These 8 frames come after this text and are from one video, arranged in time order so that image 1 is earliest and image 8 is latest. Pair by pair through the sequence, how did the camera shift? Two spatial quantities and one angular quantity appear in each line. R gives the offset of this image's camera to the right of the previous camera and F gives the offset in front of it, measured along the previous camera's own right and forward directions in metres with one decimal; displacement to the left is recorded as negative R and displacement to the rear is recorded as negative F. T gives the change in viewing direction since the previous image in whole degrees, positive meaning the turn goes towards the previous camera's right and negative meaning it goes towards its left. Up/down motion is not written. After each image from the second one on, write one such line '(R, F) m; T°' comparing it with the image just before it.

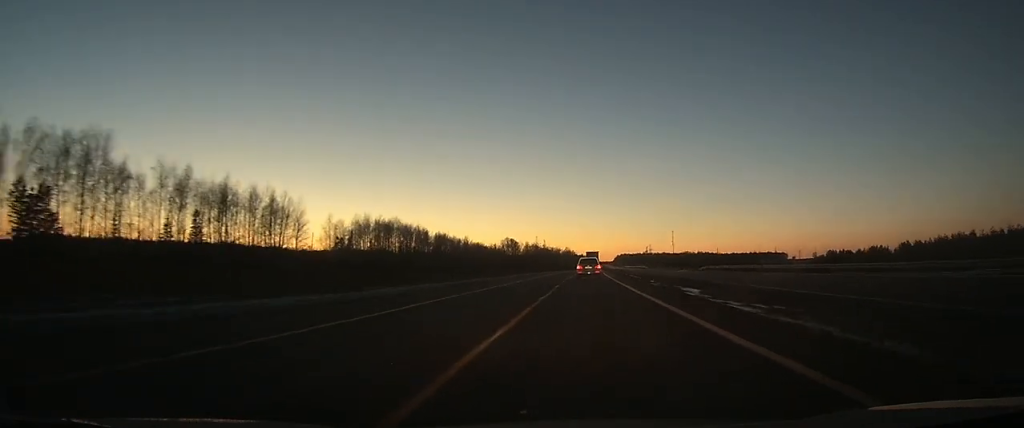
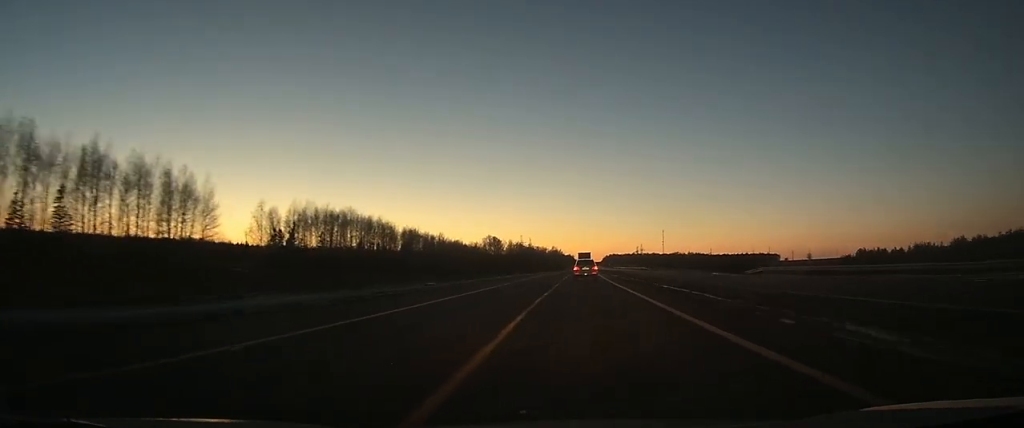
(+0.1, +32.3) m; +1°
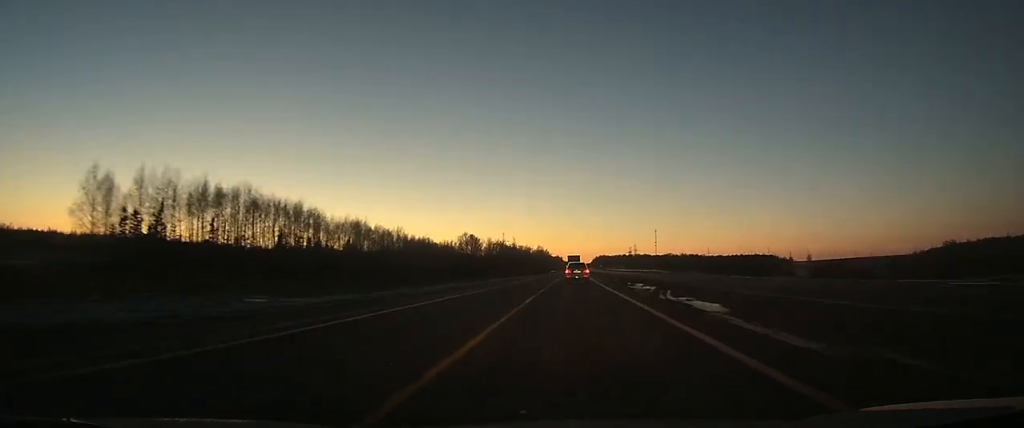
(+0.7, +50.5) m; +1°
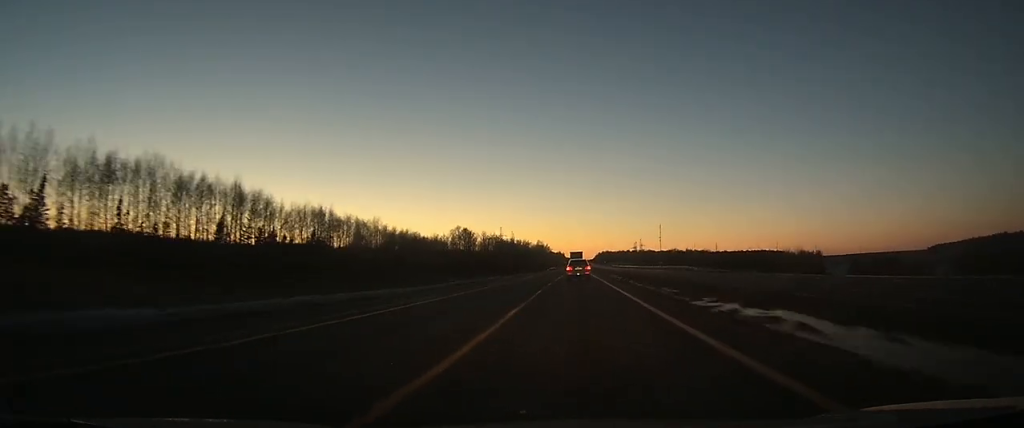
(+0.2, +29.1) m; 0°
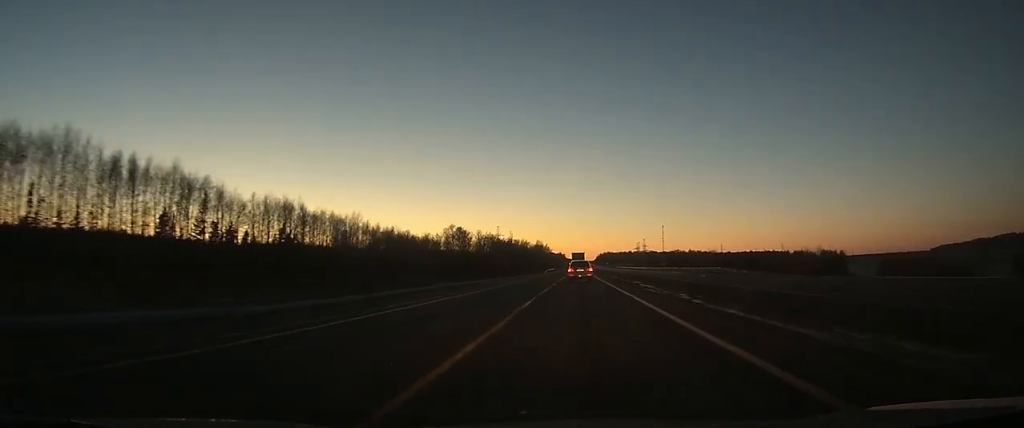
(-0.1, +19.8) m; 0°
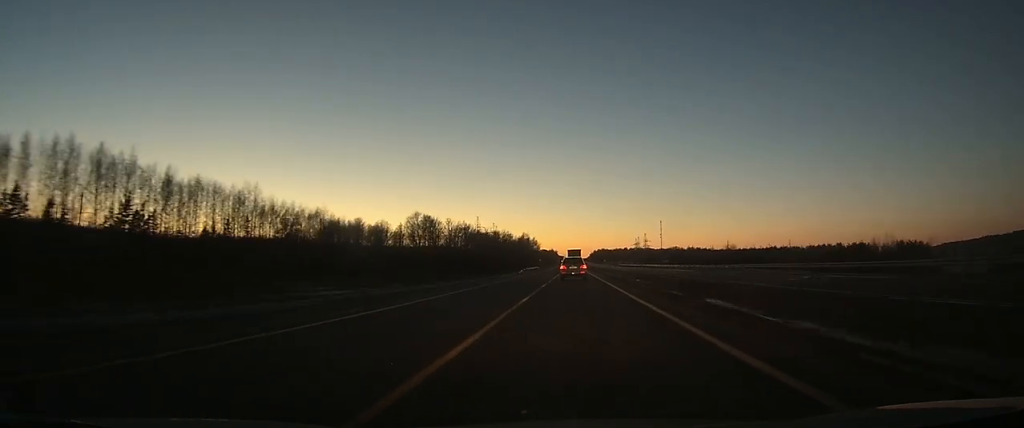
(-0.4, +57.2) m; 0°
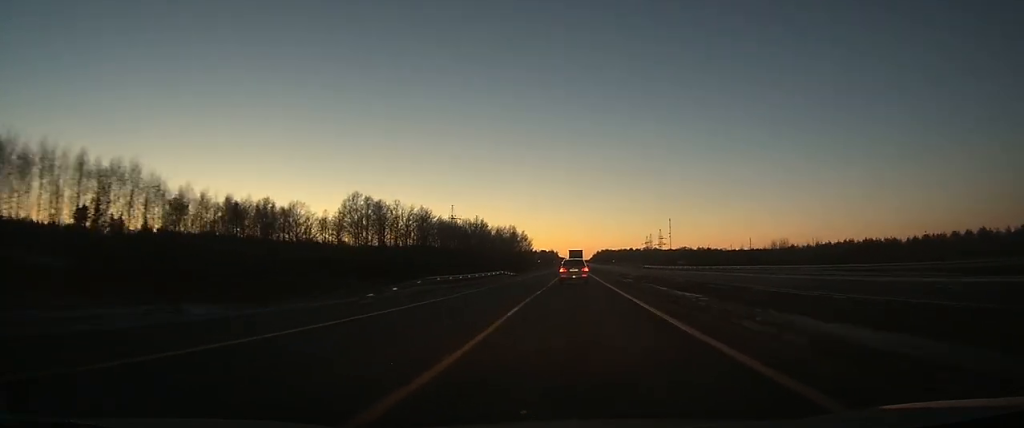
(+0.1, +75.6) m; 0°
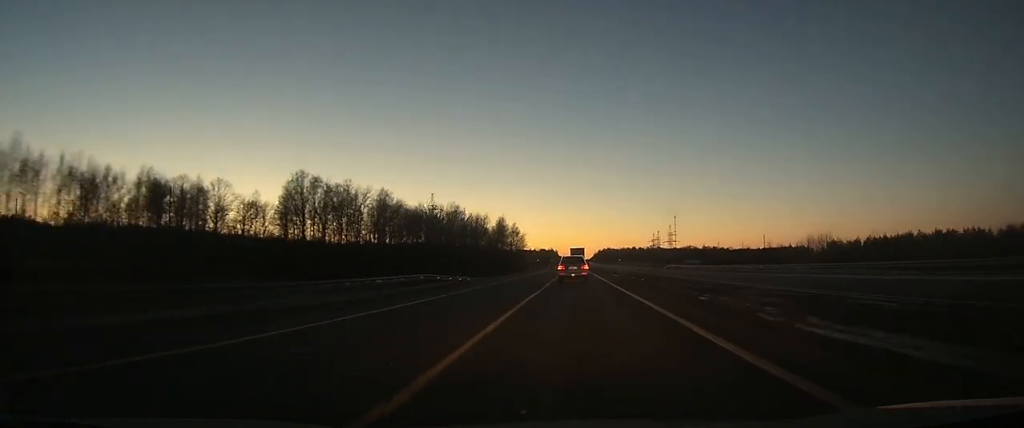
(-0.1, +39.1) m; 0°
